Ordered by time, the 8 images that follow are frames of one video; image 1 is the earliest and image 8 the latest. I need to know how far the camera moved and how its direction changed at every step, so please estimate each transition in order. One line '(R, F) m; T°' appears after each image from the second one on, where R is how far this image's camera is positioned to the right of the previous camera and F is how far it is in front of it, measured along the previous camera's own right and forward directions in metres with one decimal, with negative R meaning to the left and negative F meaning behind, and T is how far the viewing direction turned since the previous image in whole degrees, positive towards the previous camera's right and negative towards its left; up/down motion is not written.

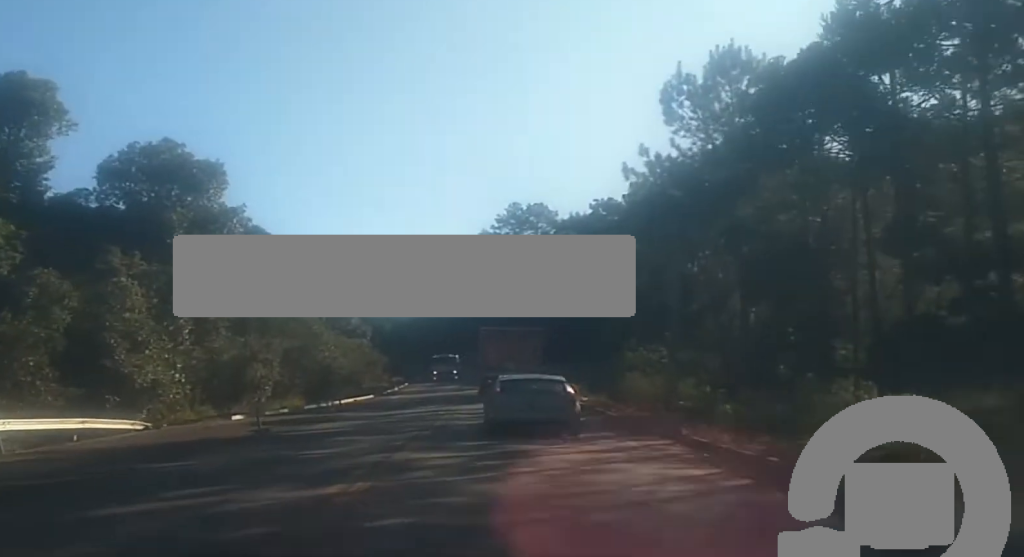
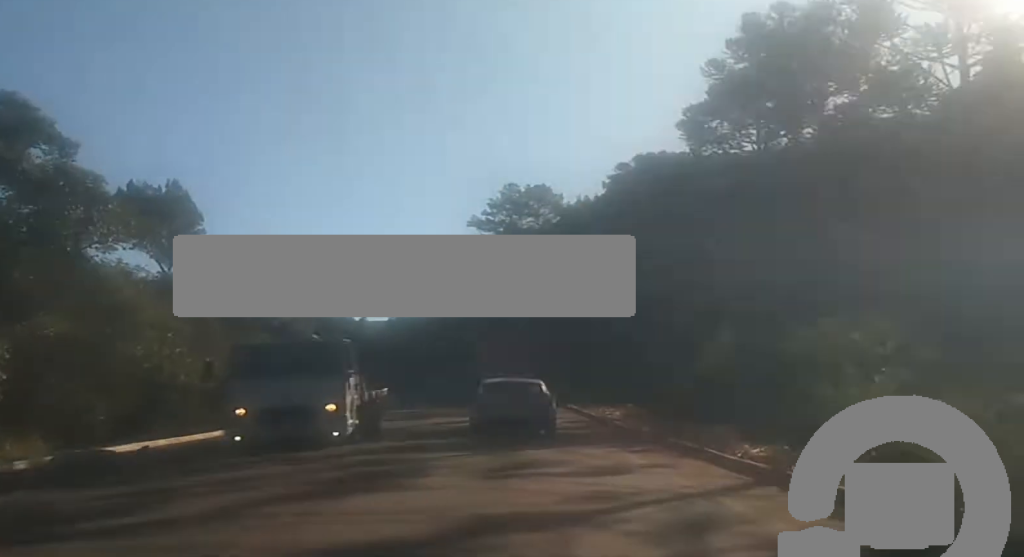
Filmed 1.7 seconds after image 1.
(+0.3, +32.6) m; 0°
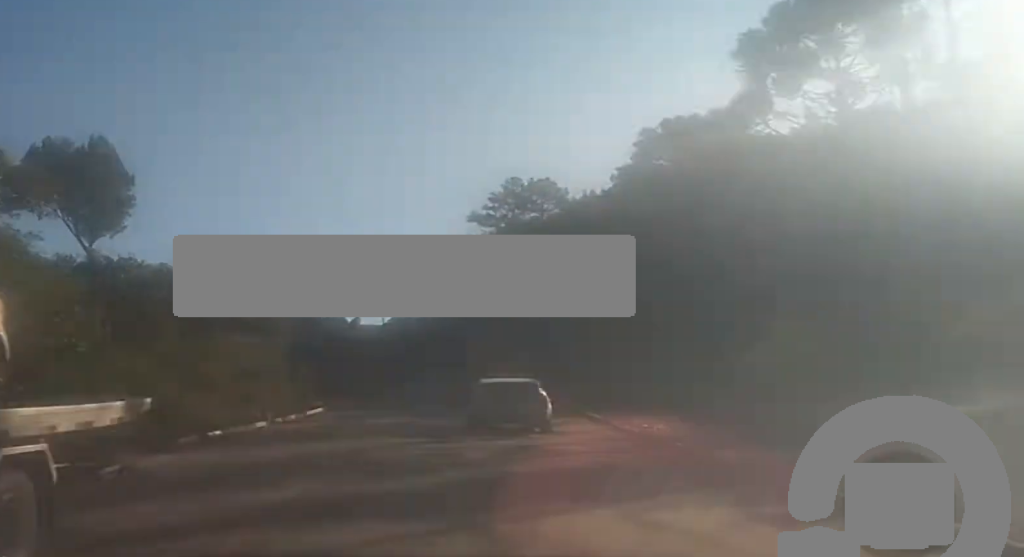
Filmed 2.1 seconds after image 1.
(+0.1, +9.1) m; 0°
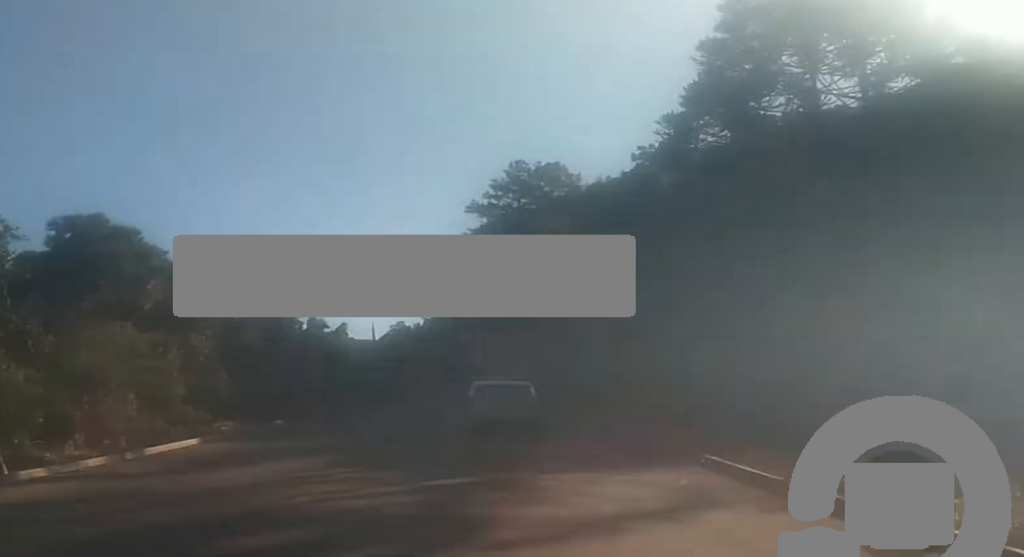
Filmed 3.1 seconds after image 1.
(-0.4, +19.6) m; -1°
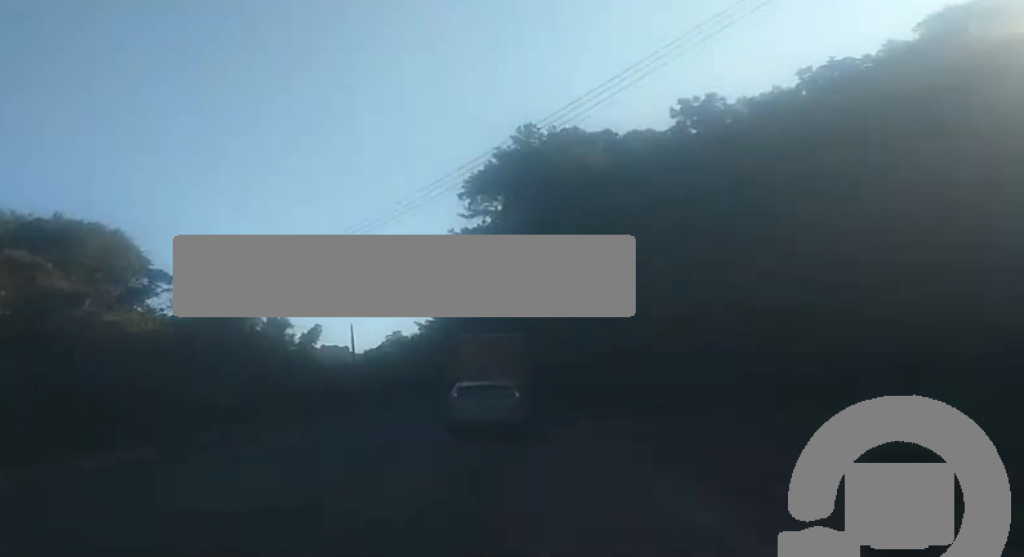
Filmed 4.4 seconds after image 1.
(0.0, +24.0) m; 0°
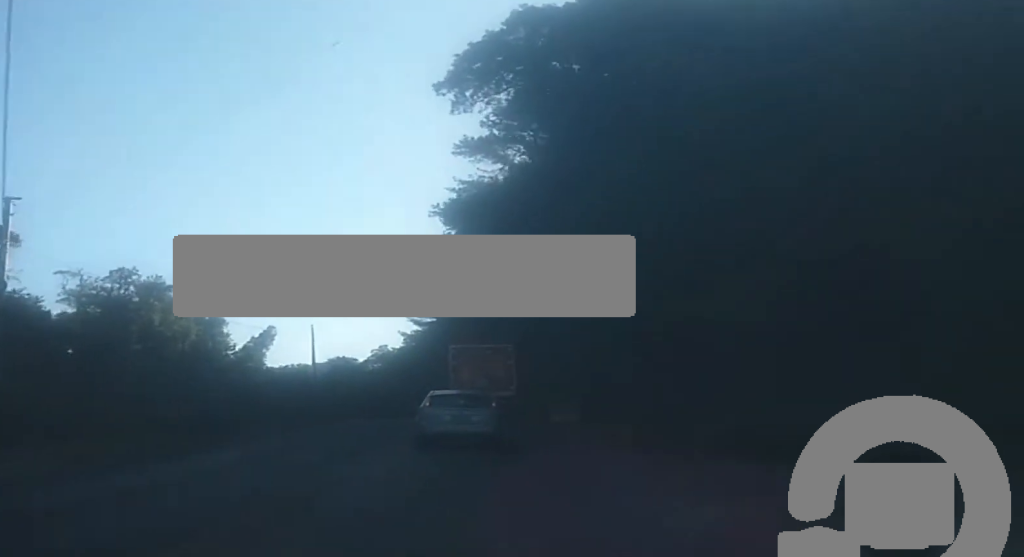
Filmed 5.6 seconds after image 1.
(+0.1, +23.2) m; 0°
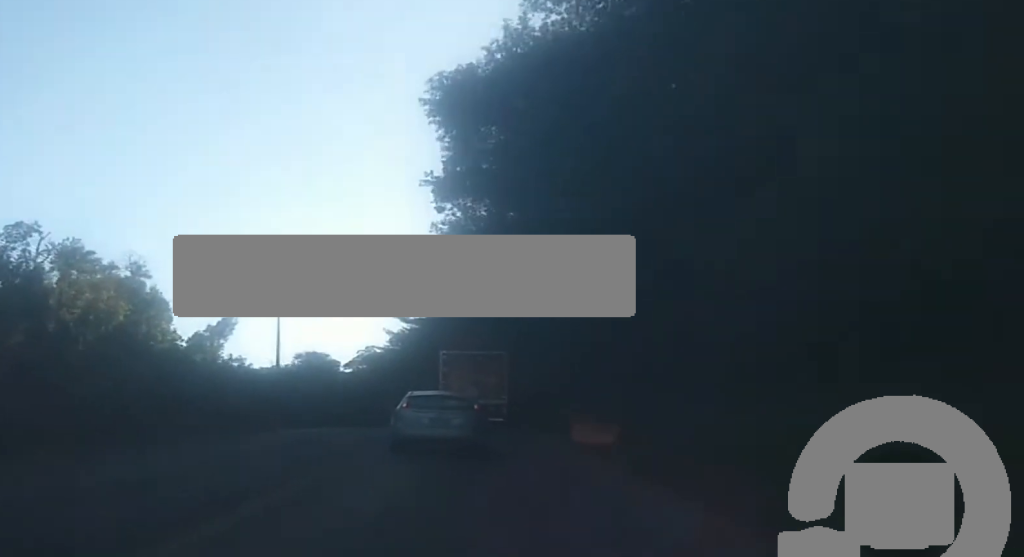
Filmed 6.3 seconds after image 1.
(0.0, +13.4) m; -1°
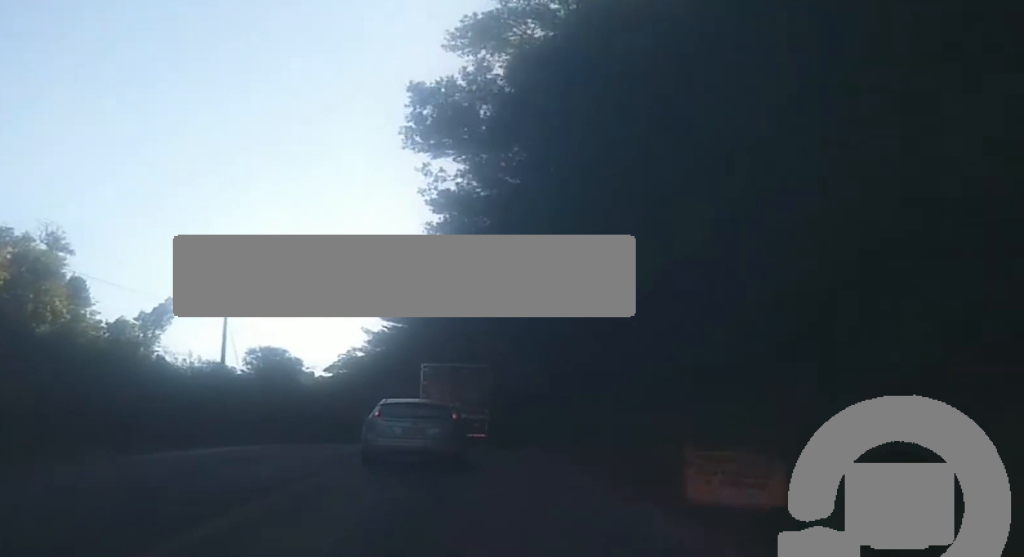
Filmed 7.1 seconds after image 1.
(-0.5, +15.6) m; -1°
